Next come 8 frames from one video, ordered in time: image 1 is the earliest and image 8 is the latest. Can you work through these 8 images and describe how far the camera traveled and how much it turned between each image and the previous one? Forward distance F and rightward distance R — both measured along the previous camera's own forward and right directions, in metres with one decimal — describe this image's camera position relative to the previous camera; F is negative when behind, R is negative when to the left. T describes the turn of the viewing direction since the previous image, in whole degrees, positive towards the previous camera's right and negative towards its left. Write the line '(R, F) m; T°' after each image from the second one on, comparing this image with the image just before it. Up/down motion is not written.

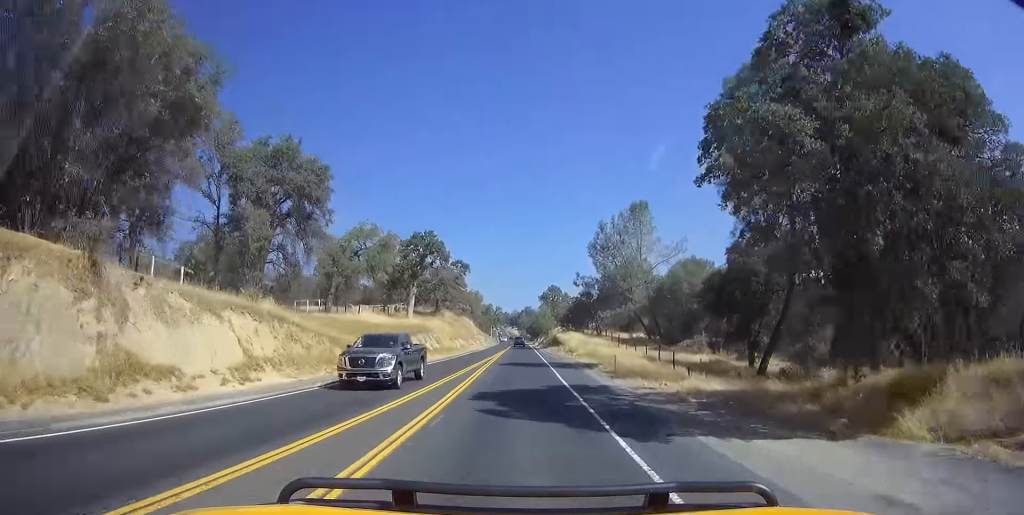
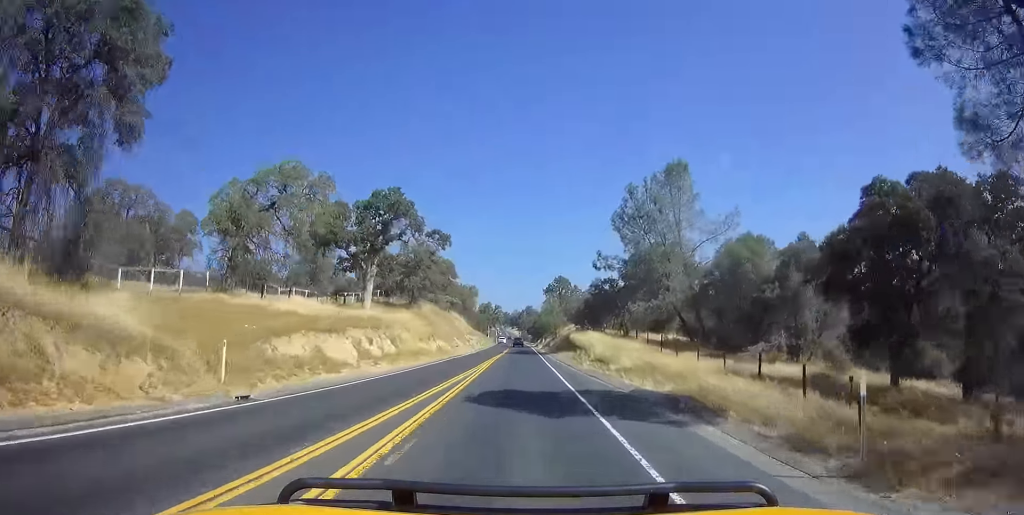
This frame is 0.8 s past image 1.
(+0.1, +17.8) m; 0°
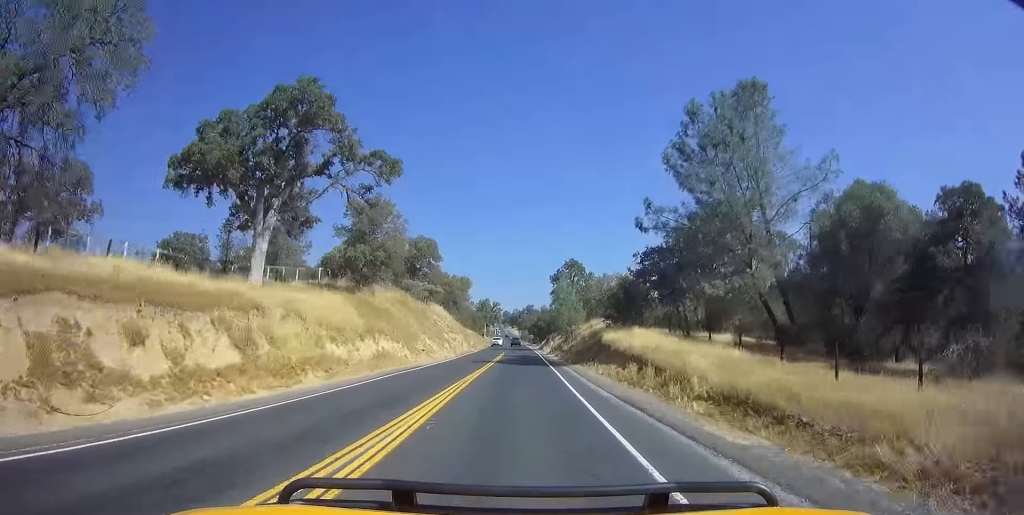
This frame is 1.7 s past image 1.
(-0.3, +19.7) m; 0°
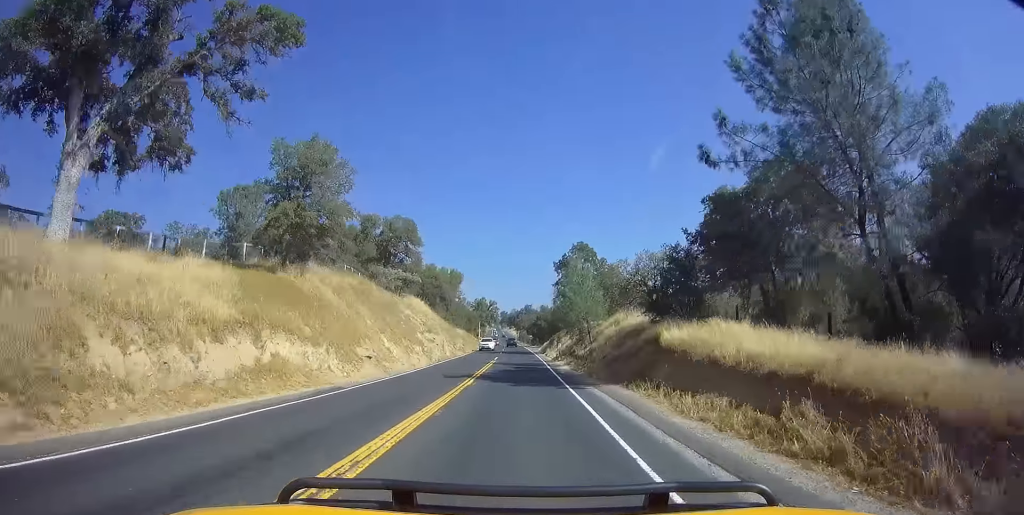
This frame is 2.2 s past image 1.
(+0.3, +13.0) m; +1°
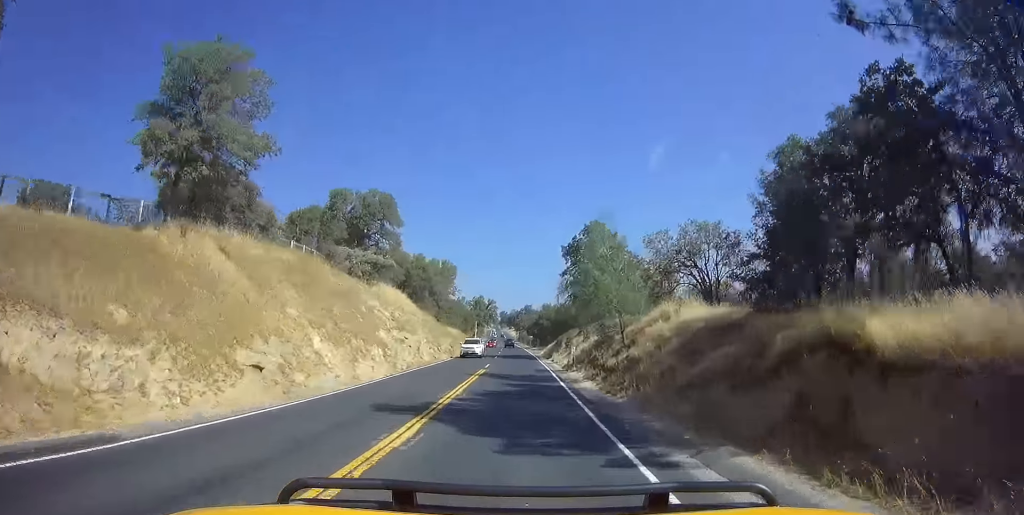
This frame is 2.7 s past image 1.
(+0.1, +10.8) m; 0°
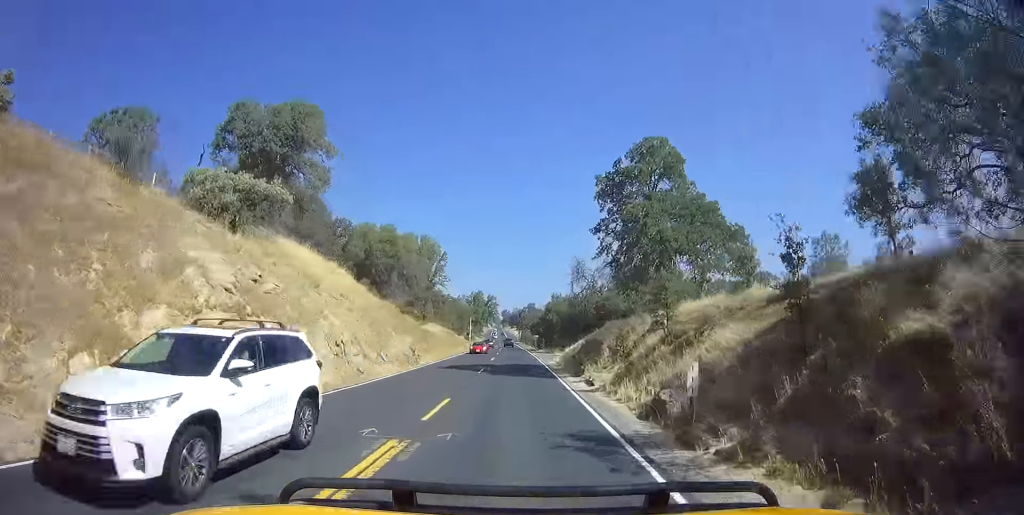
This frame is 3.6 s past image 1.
(0.0, +20.1) m; 0°
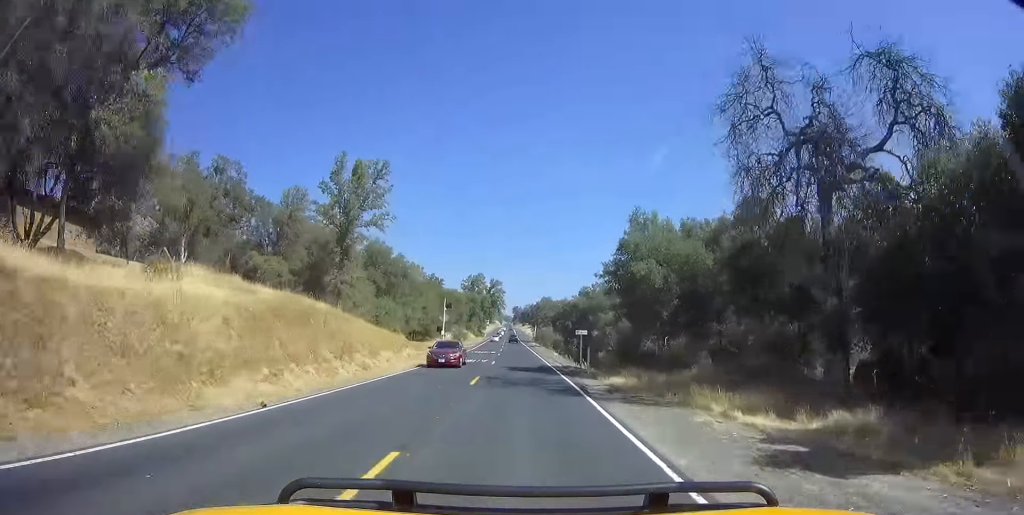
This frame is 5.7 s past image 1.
(-1.6, +50.4) m; -3°
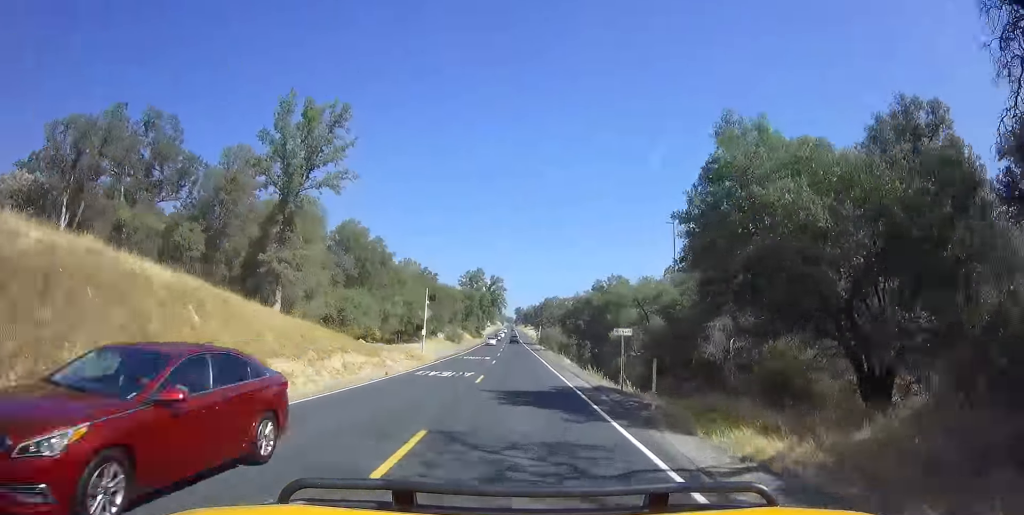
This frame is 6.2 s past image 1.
(0.0, +12.8) m; 0°
